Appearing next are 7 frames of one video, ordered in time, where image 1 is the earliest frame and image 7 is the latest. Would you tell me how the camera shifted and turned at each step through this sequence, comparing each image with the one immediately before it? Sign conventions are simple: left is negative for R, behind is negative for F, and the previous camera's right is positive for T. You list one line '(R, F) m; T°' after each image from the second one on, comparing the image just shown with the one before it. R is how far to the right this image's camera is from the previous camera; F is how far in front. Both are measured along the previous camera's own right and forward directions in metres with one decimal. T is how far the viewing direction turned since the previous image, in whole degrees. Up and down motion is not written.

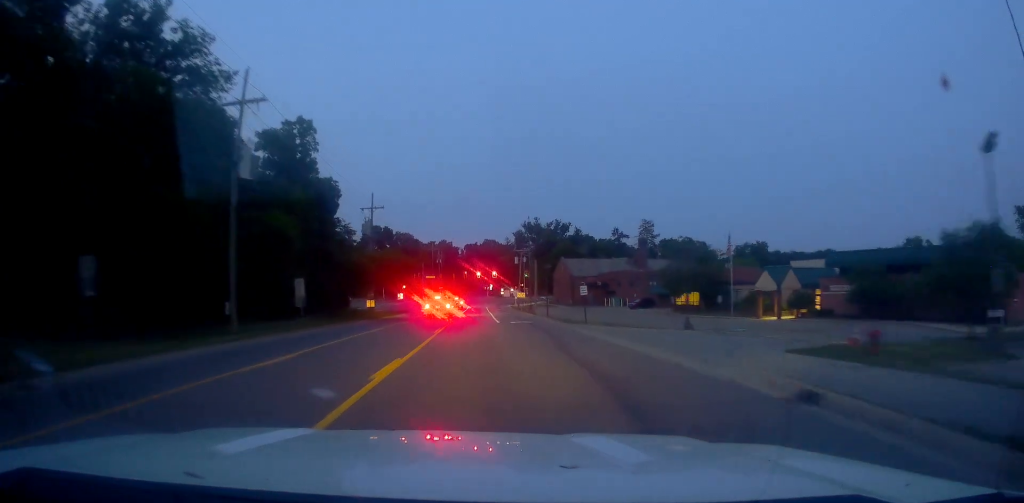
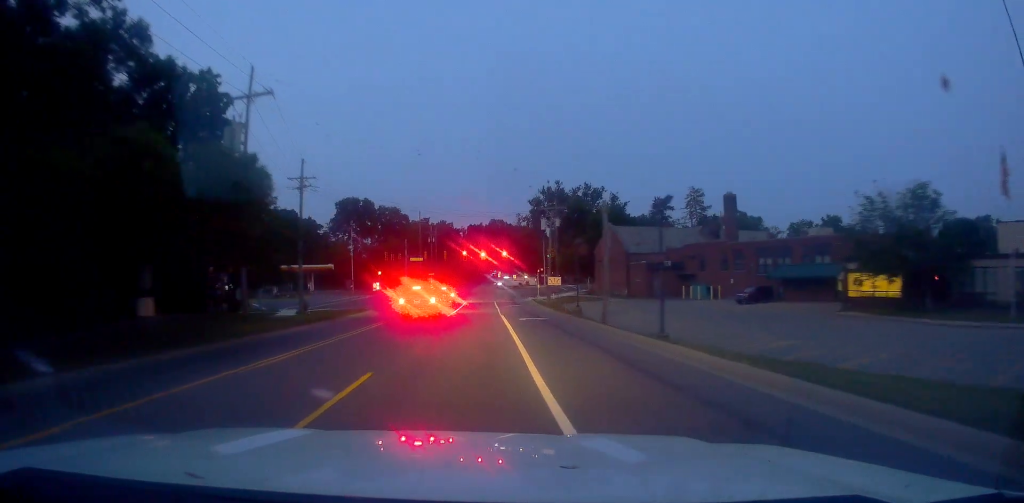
(+0.9, +40.7) m; 0°
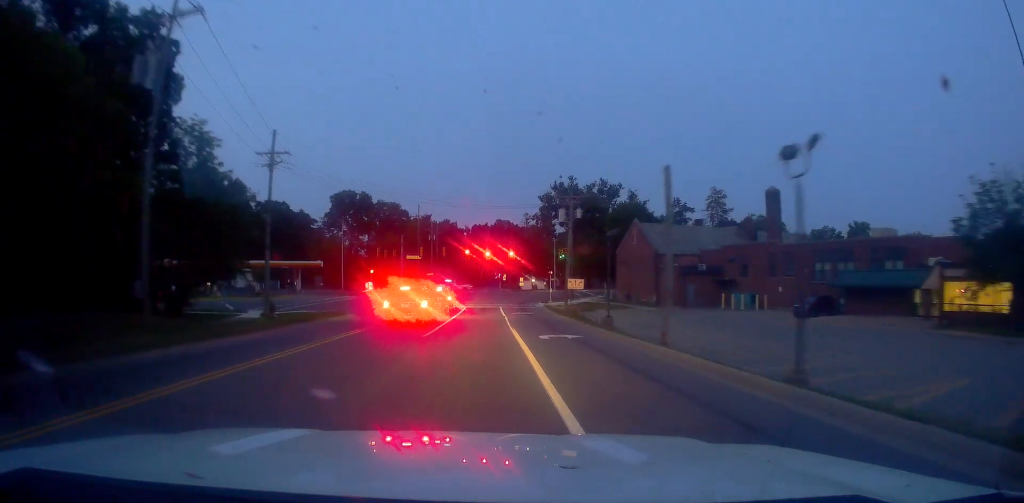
(+0.3, +11.1) m; +1°
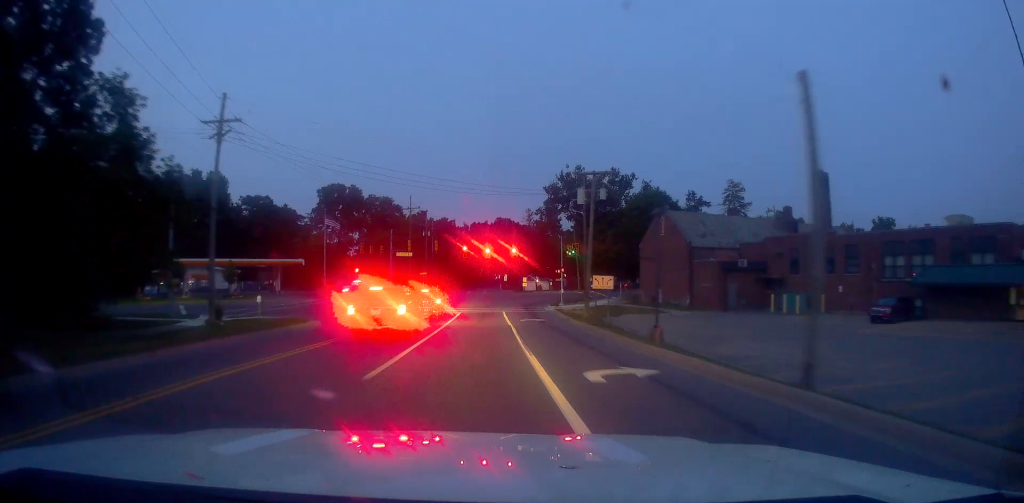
(+0.1, +11.4) m; +1°
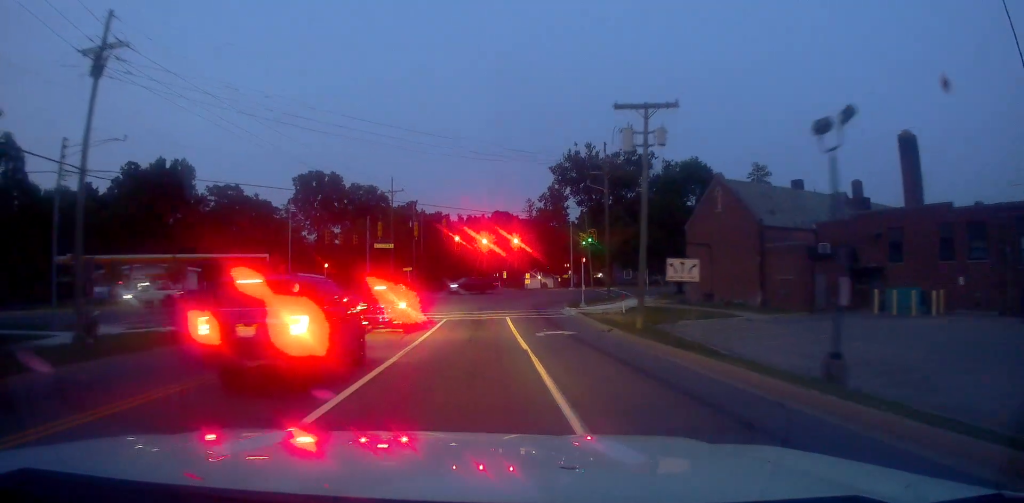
(0.0, +16.6) m; -1°
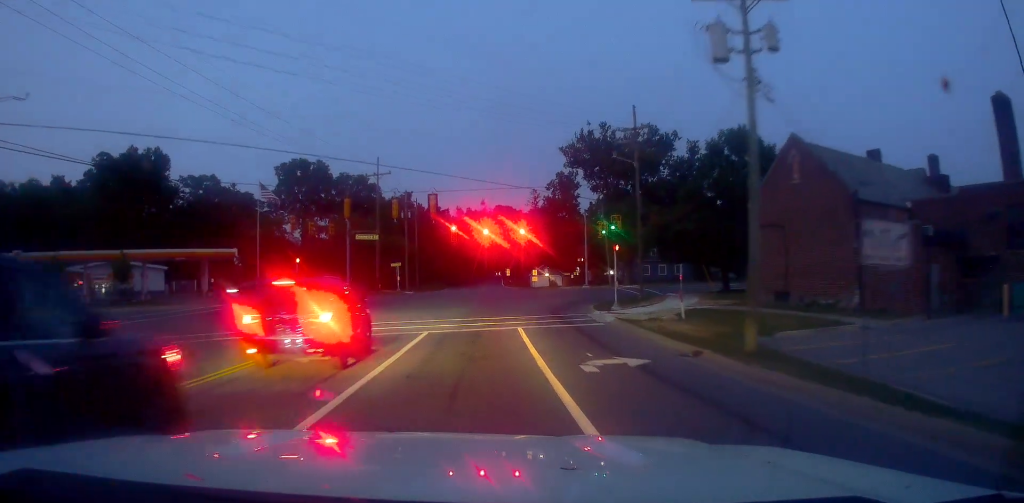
(-0.4, +13.2) m; -1°
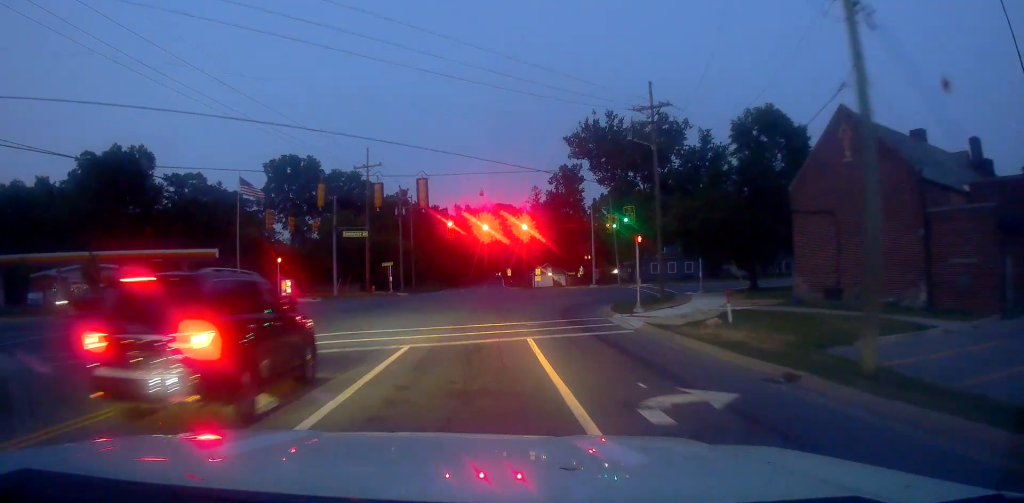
(-0.1, +6.8) m; +1°
